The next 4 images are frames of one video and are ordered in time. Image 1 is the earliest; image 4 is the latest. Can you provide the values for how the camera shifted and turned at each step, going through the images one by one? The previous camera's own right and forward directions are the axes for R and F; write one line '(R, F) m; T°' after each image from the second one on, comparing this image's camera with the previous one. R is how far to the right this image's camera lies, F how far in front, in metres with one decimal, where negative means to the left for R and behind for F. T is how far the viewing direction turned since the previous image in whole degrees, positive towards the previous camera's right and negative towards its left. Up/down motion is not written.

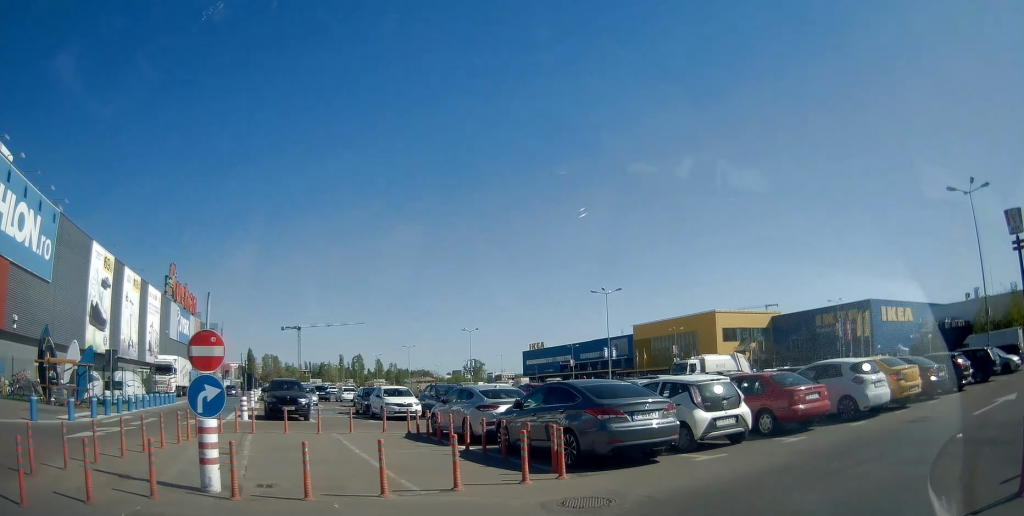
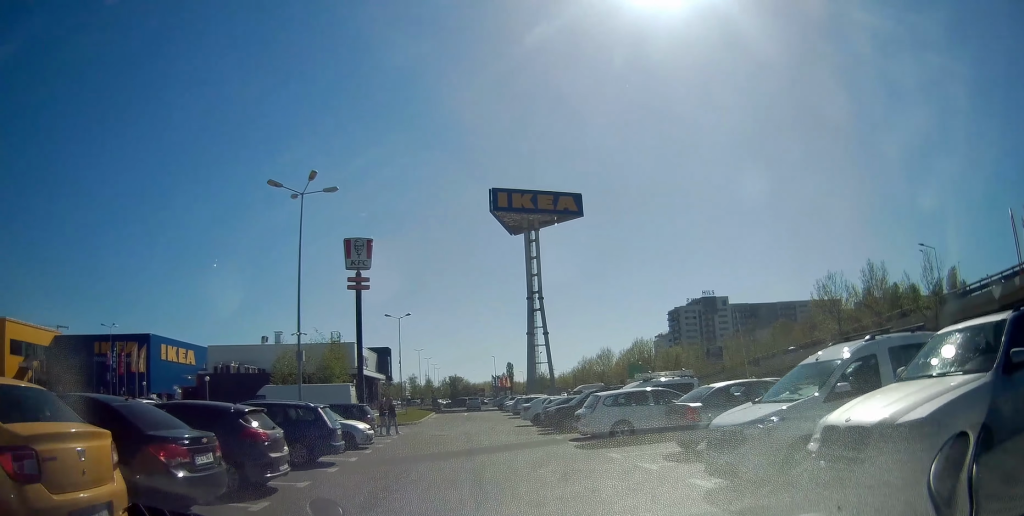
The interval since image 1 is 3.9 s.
(+8.1, +9.6) m; +74°
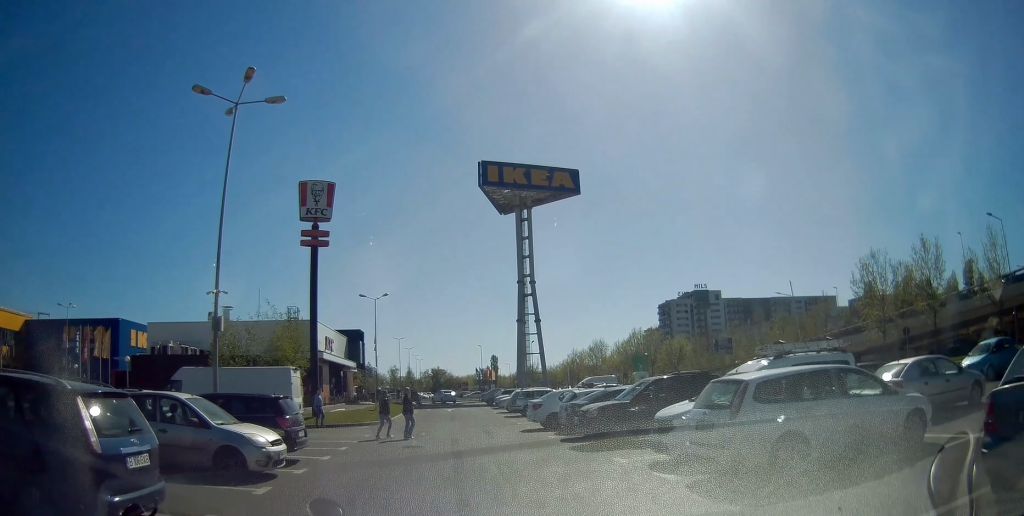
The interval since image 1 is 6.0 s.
(-0.2, +9.3) m; -1°
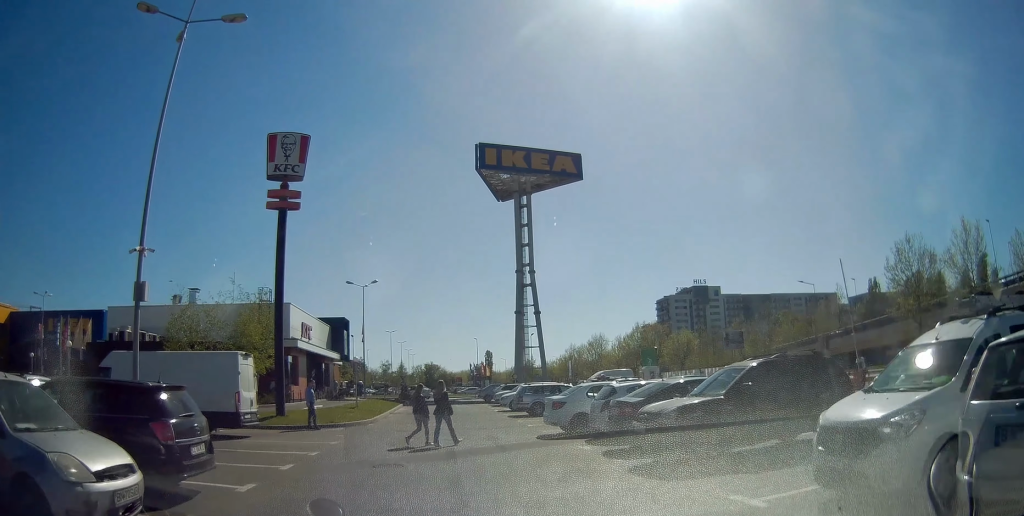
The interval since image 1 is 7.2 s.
(0.0, +5.7) m; 0°
